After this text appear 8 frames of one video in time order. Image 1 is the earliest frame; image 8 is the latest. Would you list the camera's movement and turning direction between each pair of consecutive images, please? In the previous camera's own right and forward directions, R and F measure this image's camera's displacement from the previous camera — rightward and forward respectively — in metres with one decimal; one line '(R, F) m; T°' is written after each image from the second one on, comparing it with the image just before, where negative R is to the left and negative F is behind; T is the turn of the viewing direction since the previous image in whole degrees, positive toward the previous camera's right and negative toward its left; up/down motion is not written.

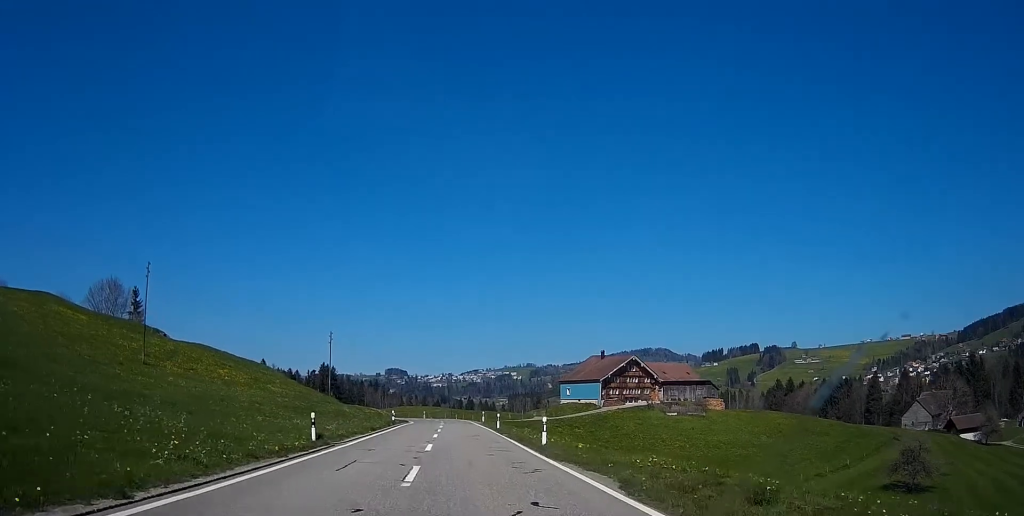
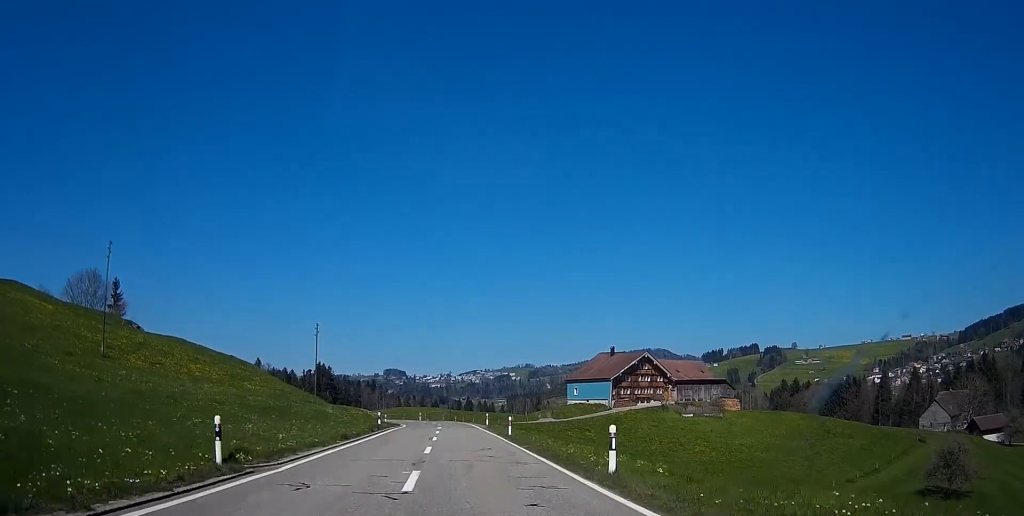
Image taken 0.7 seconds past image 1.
(+0.1, +9.6) m; 0°
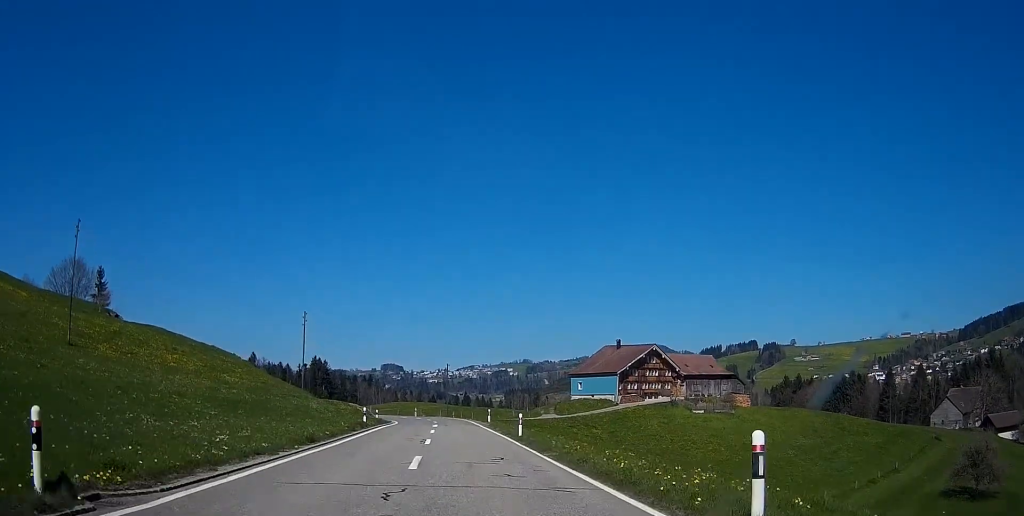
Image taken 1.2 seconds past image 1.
(0.0, +6.4) m; 0°
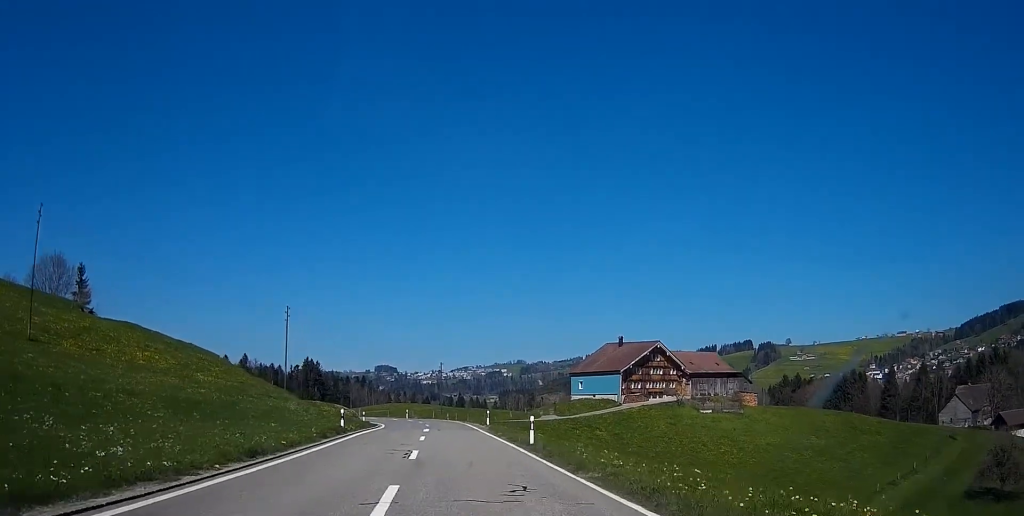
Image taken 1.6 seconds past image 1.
(0.0, +6.0) m; 0°
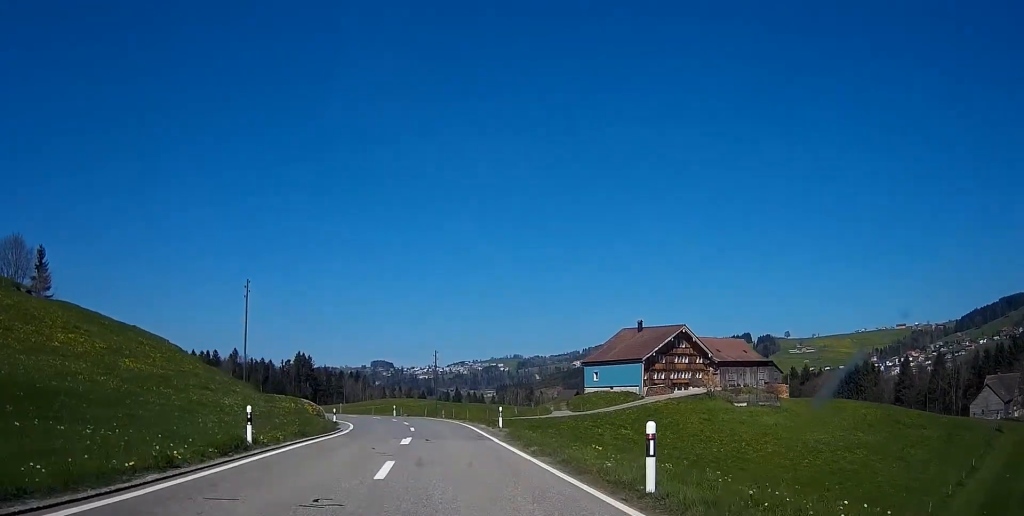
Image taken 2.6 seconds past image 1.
(0.0, +14.2) m; -1°
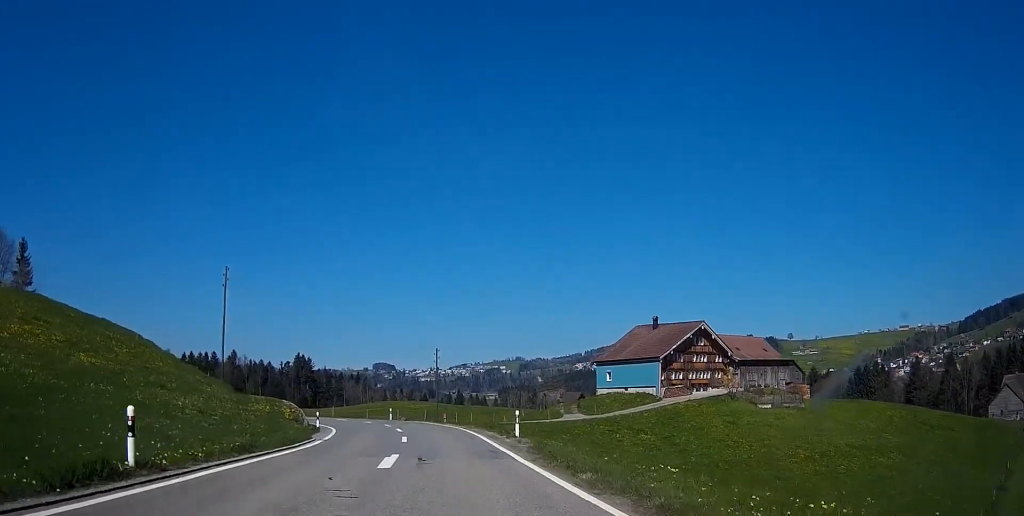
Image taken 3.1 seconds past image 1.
(+0.1, +6.8) m; -1°
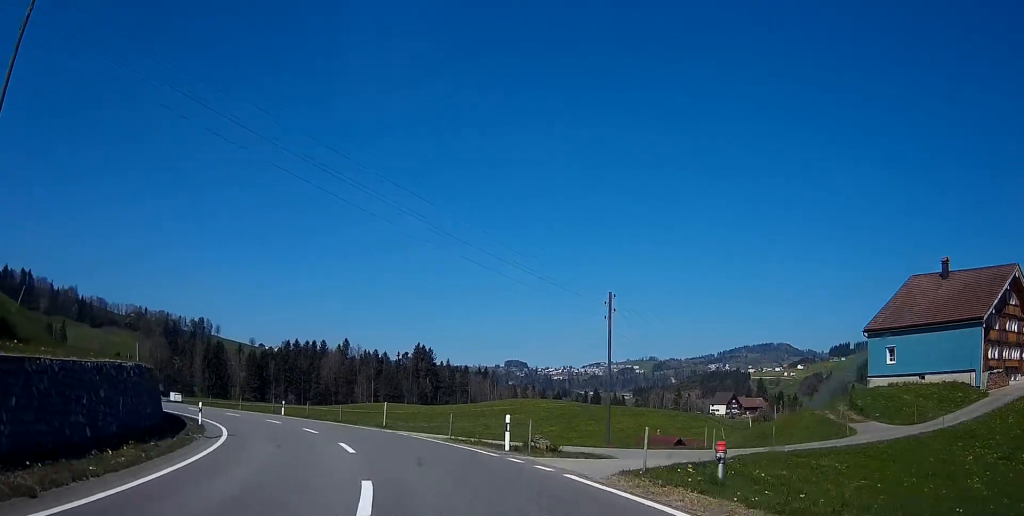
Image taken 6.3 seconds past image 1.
(-4.4, +40.5) m; -16°
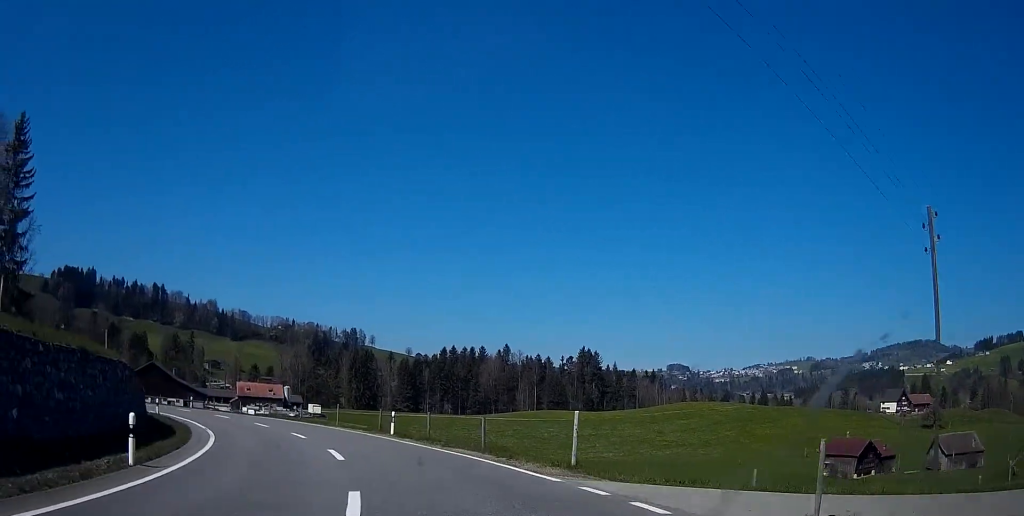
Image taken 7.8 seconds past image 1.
(-2.8, +18.3) m; -15°
